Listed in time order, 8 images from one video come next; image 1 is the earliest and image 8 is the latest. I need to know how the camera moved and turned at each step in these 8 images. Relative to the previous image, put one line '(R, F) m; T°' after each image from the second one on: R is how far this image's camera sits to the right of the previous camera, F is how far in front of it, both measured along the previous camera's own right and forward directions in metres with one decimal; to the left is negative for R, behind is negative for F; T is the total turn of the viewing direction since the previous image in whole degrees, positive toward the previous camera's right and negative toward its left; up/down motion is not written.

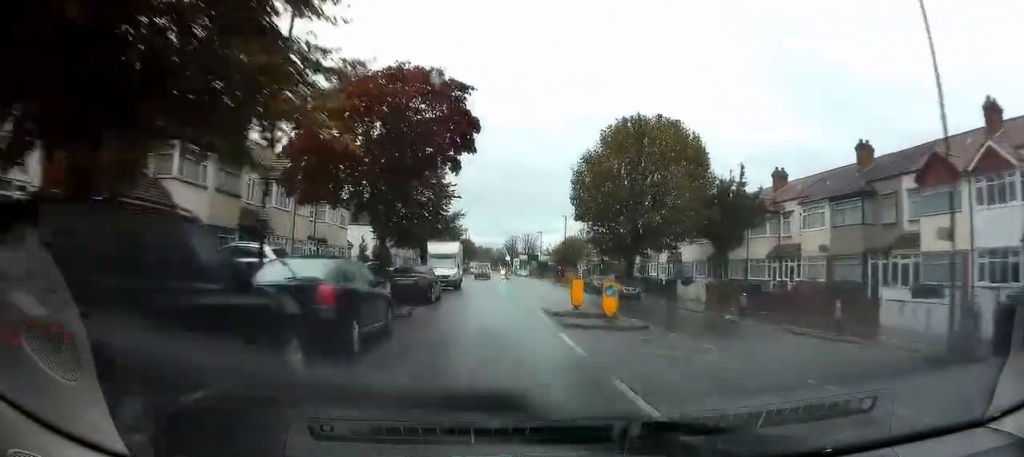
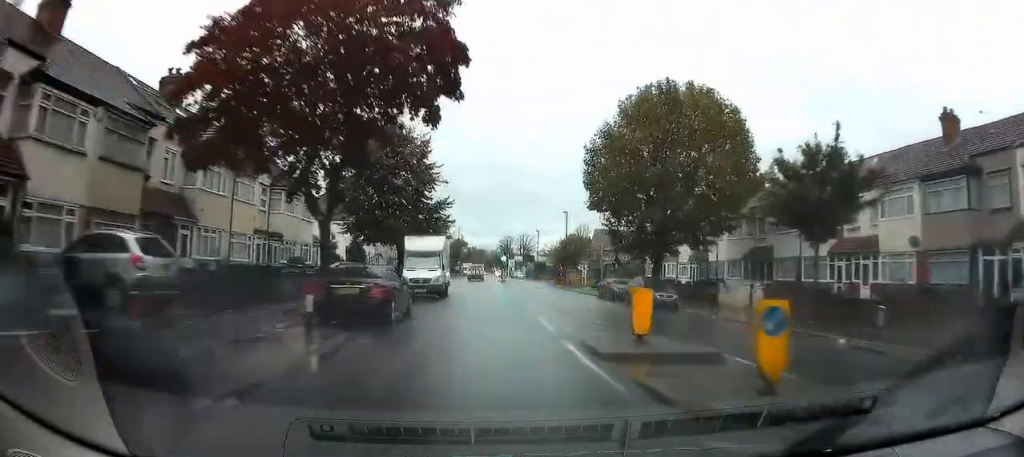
(-0.1, +8.0) m; +1°
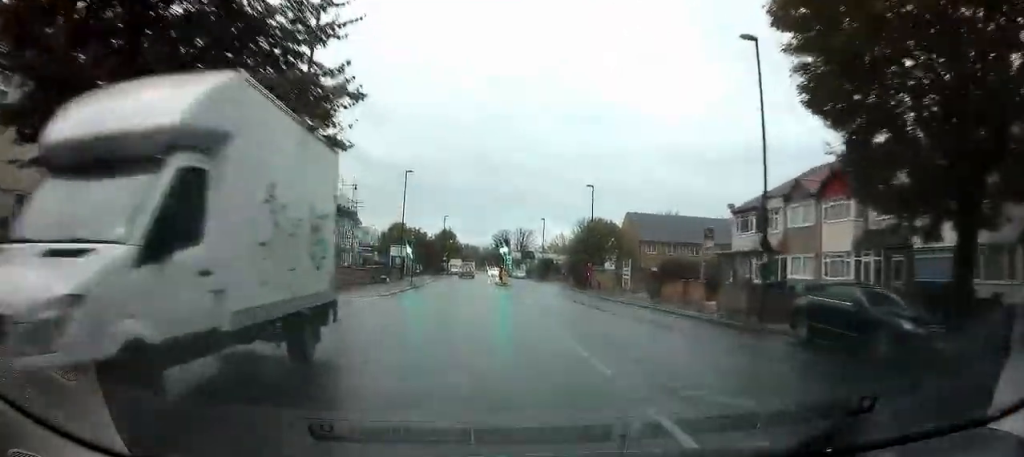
(+0.5, +24.7) m; +1°
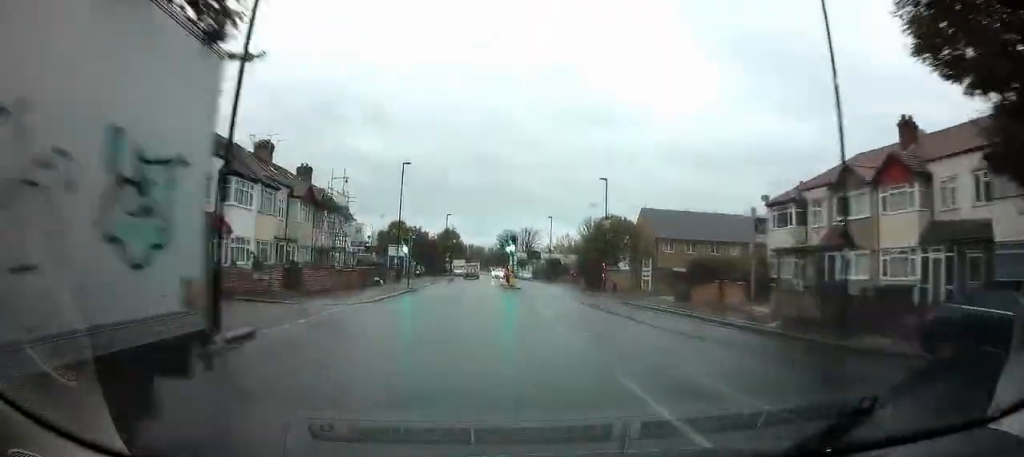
(0.0, +4.6) m; -1°
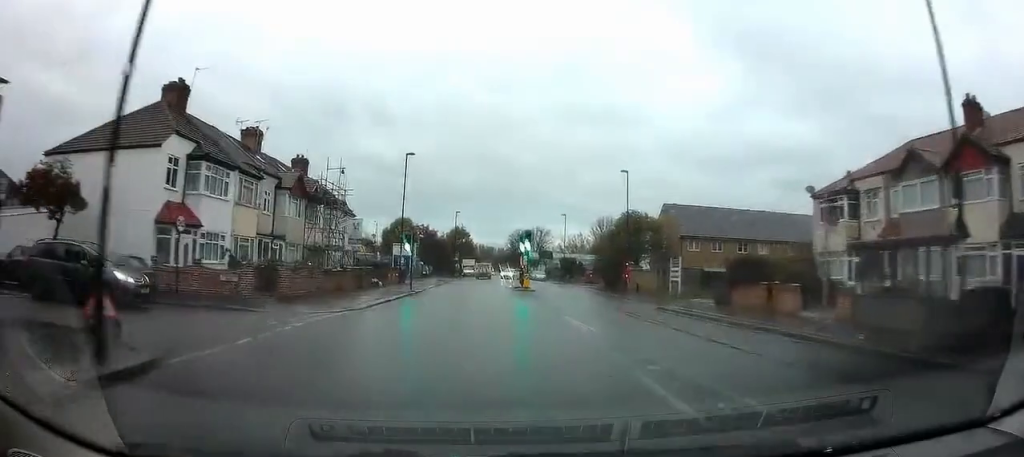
(-0.1, +4.2) m; -2°
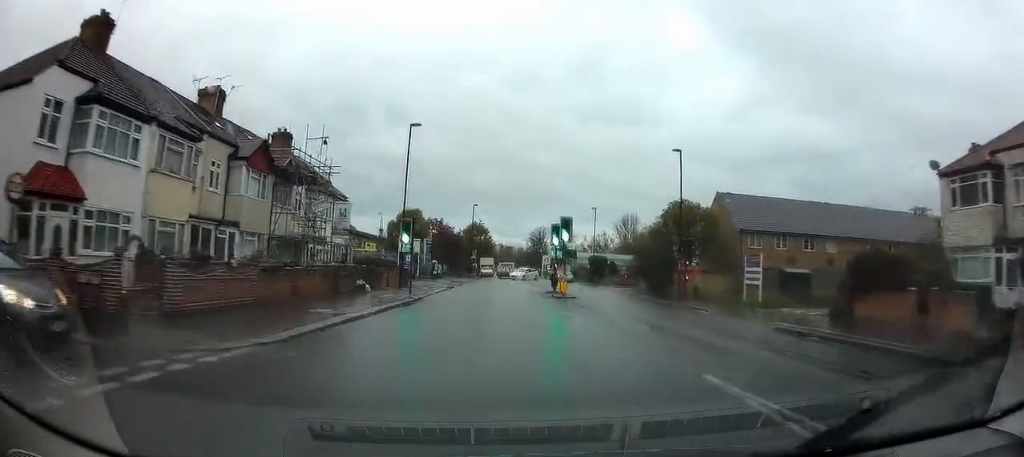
(-0.3, +9.0) m; -2°
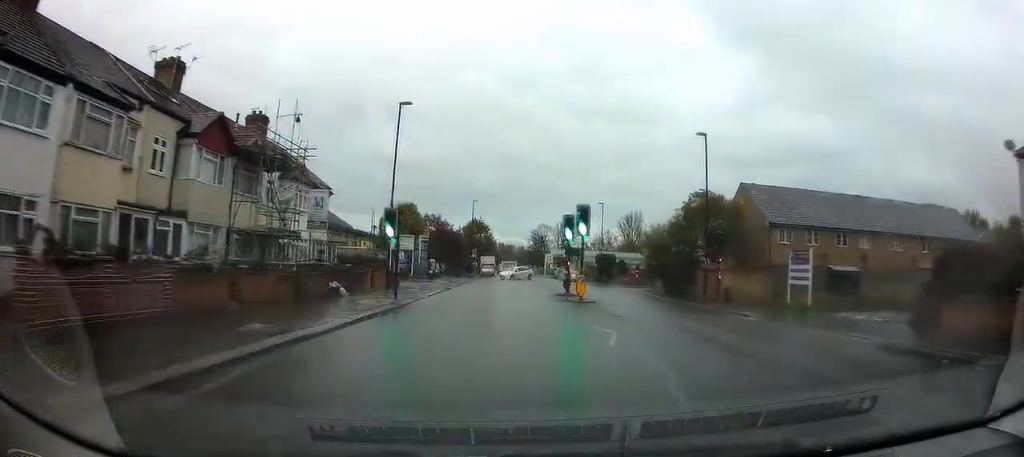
(-0.2, +4.8) m; 0°
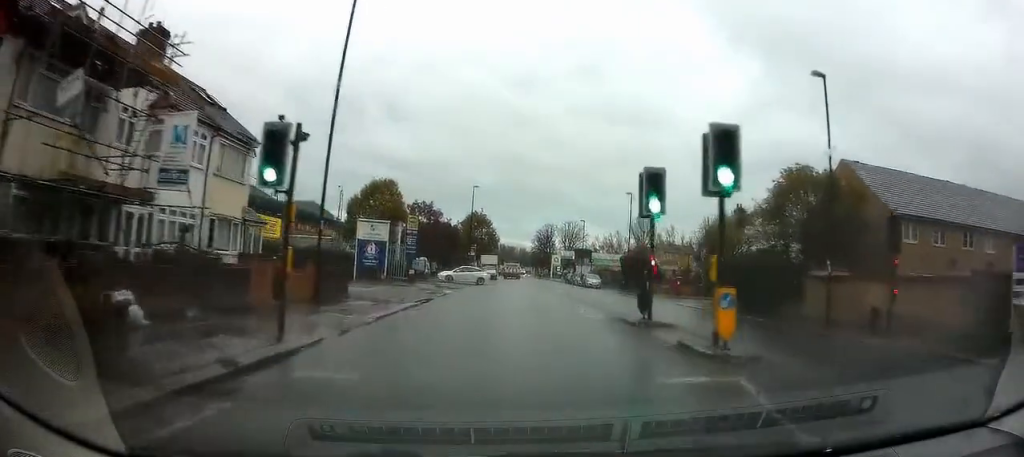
(+0.3, +13.6) m; 0°
